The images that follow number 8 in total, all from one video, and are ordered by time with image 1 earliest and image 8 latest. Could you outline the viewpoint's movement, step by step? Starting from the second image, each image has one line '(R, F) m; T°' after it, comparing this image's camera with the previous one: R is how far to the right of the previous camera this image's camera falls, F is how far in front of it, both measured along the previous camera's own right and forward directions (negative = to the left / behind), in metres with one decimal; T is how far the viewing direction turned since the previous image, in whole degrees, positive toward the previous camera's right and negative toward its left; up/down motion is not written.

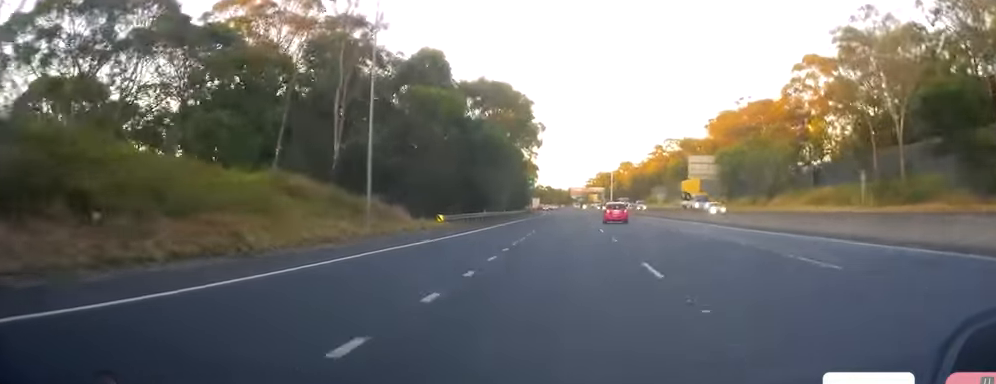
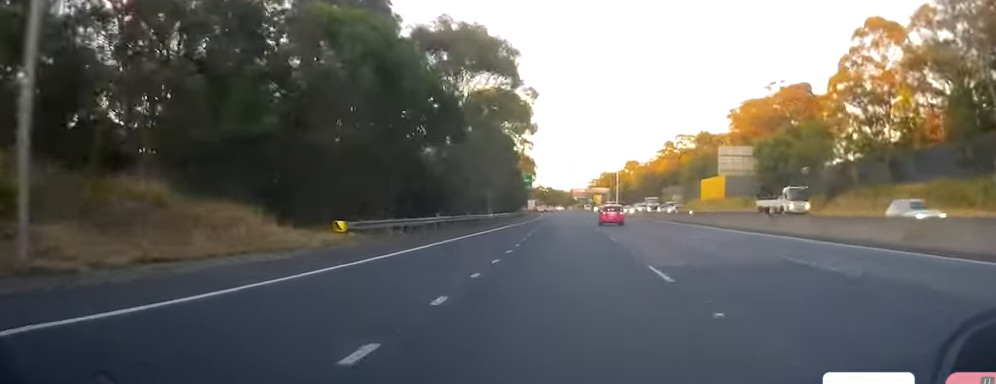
(-0.4, +23.7) m; 0°
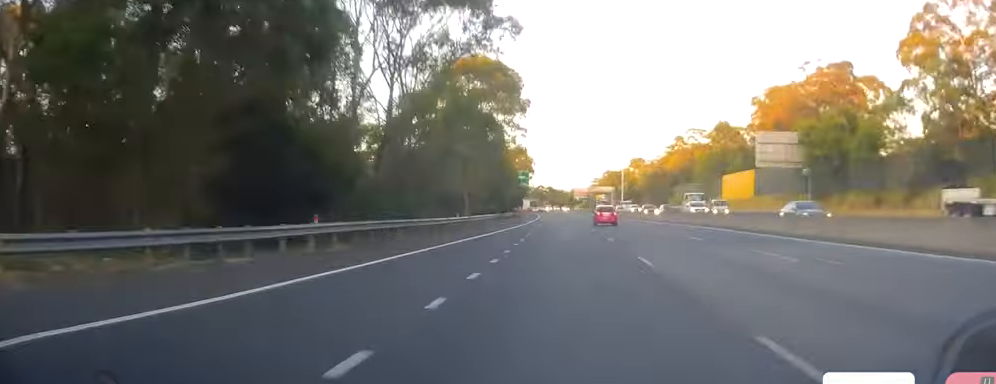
(0.0, +20.1) m; 0°
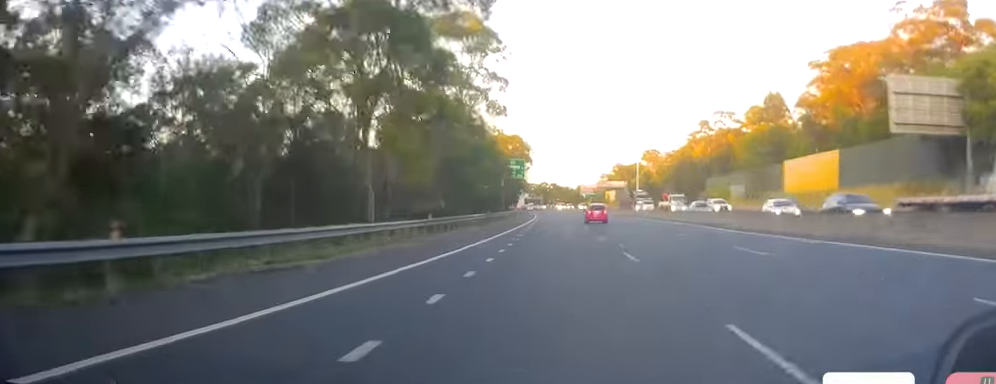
(+0.5, +34.7) m; 0°
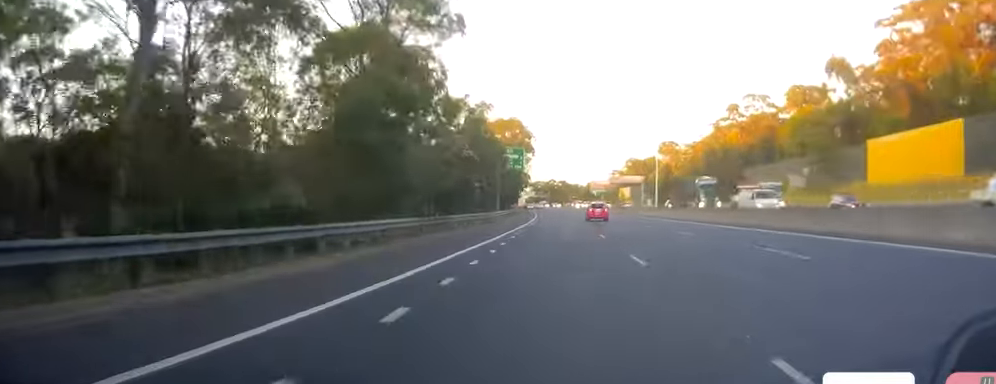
(-0.4, +25.4) m; -1°
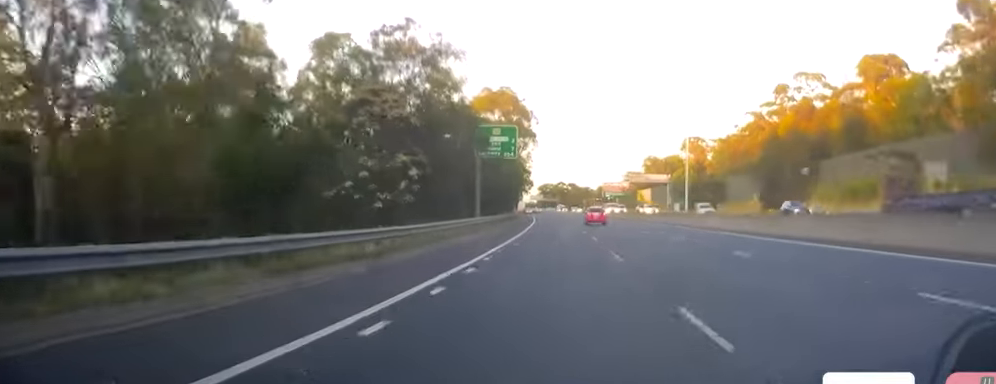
(-0.1, +31.7) m; 0°
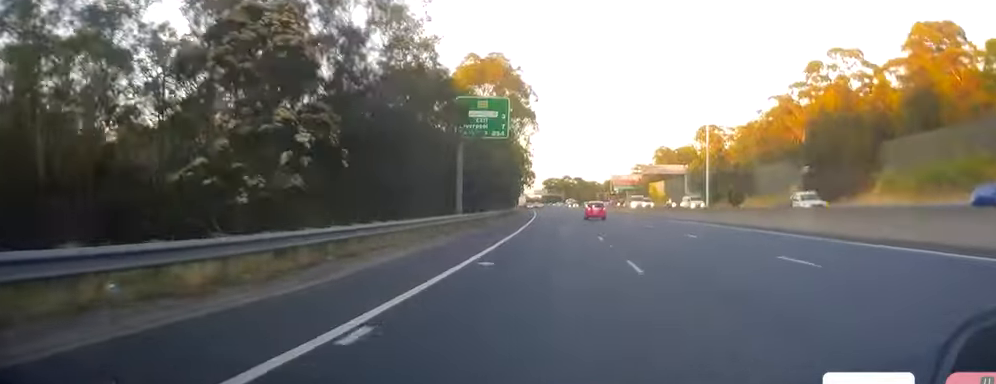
(0.0, +16.4) m; 0°
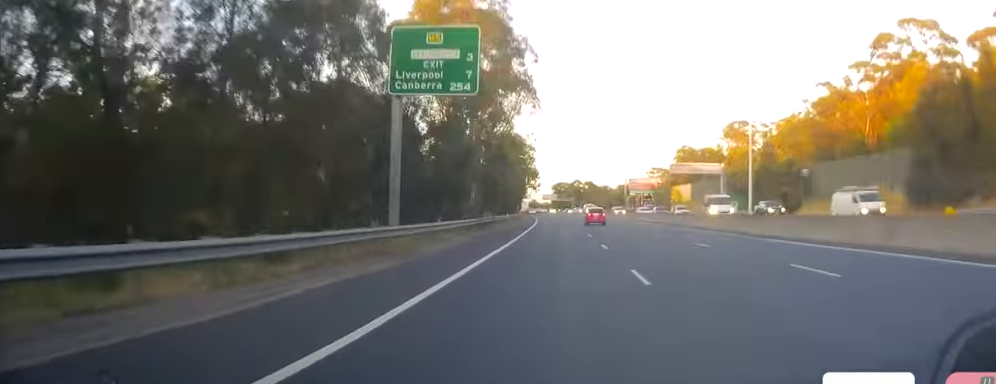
(-0.1, +24.5) m; -1°
